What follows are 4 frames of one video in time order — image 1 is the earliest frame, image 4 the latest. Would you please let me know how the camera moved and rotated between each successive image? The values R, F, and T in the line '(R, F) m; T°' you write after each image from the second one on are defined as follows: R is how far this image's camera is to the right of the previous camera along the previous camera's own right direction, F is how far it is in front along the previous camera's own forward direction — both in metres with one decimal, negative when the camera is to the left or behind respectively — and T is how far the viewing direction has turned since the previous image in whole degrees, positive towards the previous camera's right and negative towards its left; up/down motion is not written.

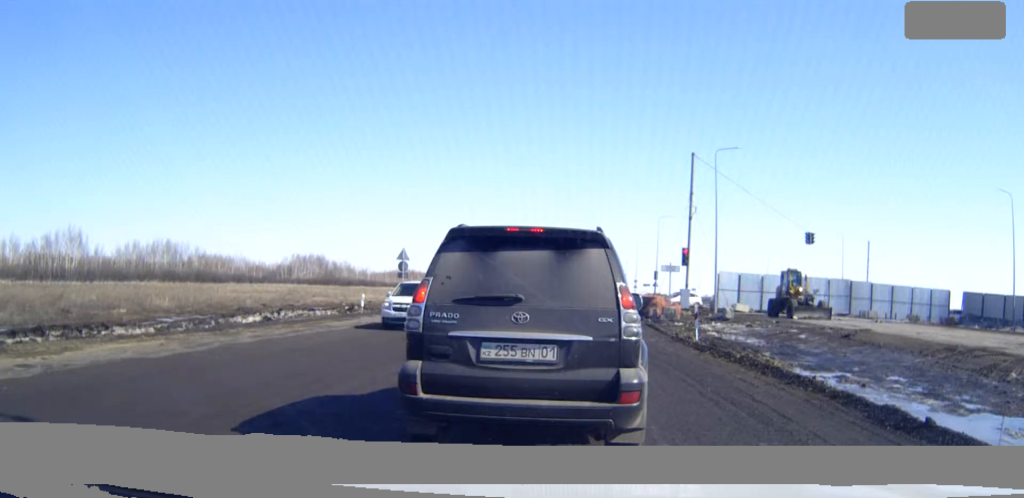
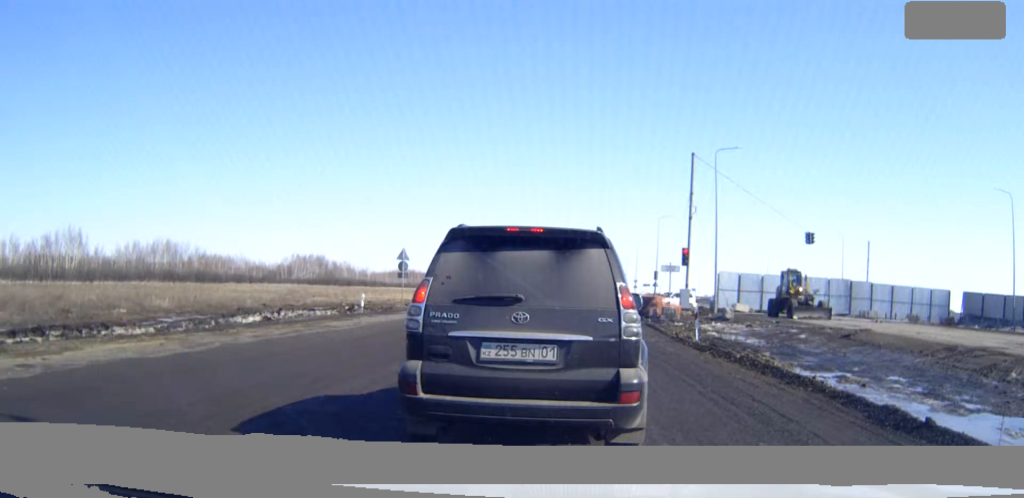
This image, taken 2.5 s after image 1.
(0.0, 0.0) m; 0°
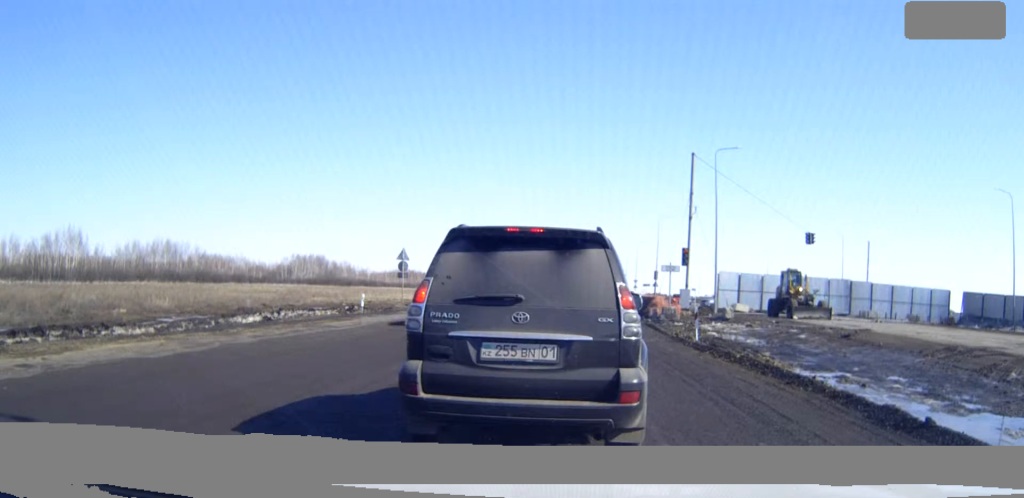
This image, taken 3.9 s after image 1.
(0.0, 0.0) m; 0°
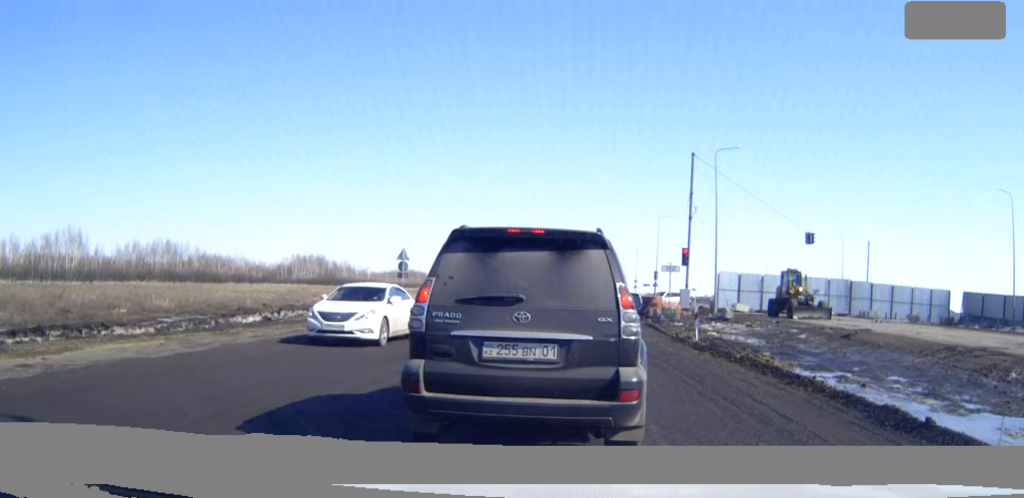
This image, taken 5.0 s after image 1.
(0.0, 0.0) m; 0°
